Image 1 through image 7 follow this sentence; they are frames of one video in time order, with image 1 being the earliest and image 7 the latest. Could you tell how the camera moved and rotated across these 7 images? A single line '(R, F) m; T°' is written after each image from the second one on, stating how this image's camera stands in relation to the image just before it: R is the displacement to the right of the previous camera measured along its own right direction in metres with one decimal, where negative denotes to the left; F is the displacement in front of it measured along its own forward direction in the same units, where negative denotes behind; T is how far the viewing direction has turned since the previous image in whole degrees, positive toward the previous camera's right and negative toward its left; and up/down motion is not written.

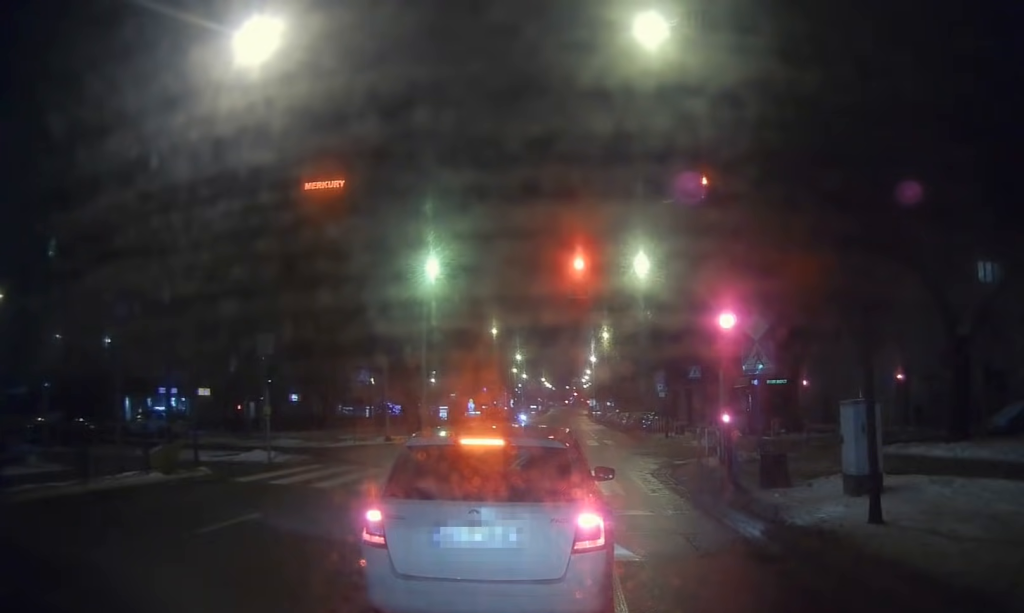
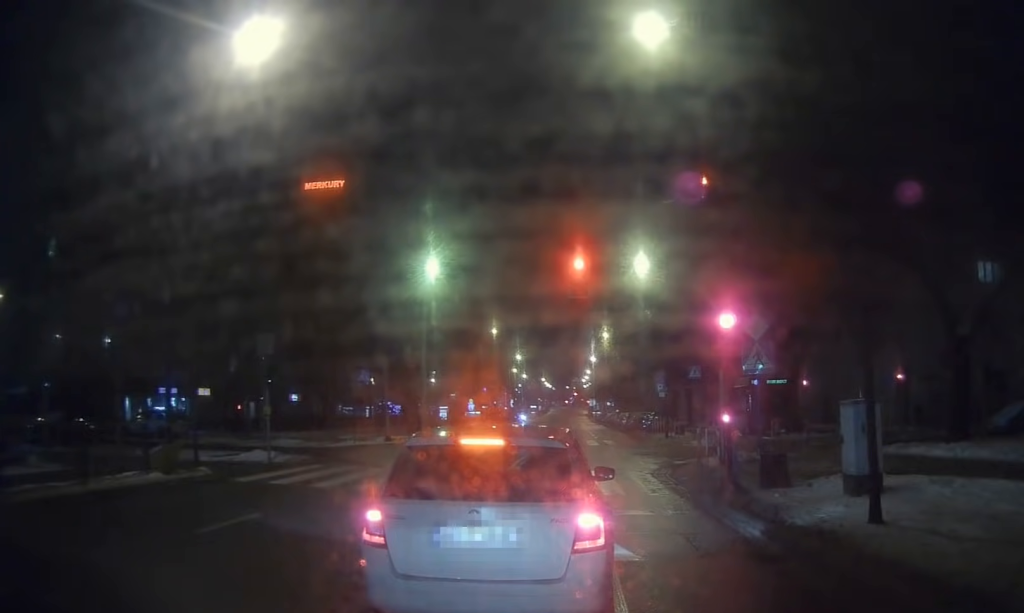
(0.0, 0.0) m; 0°
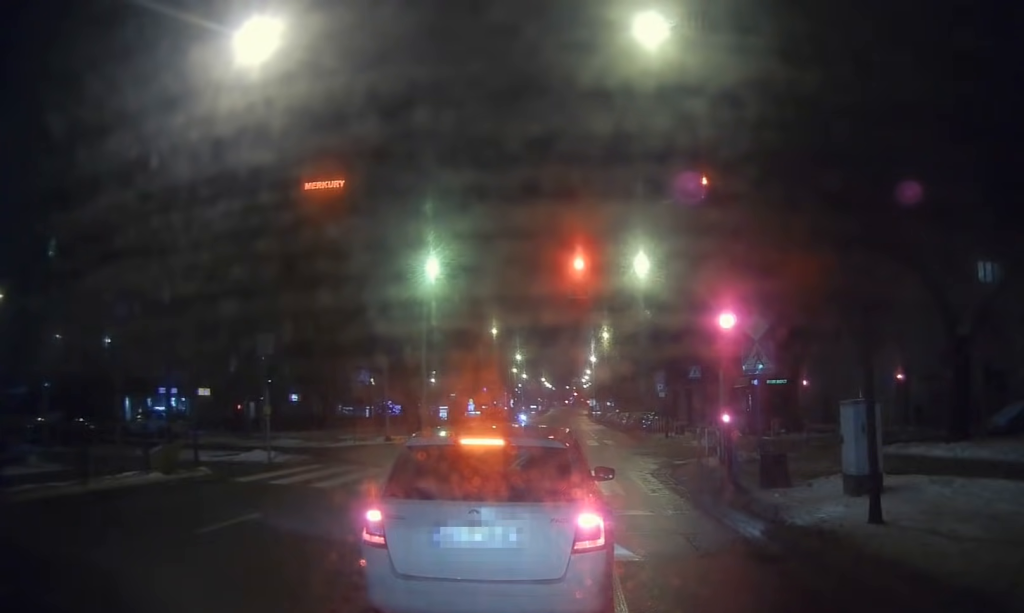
(0.0, 0.0) m; 0°
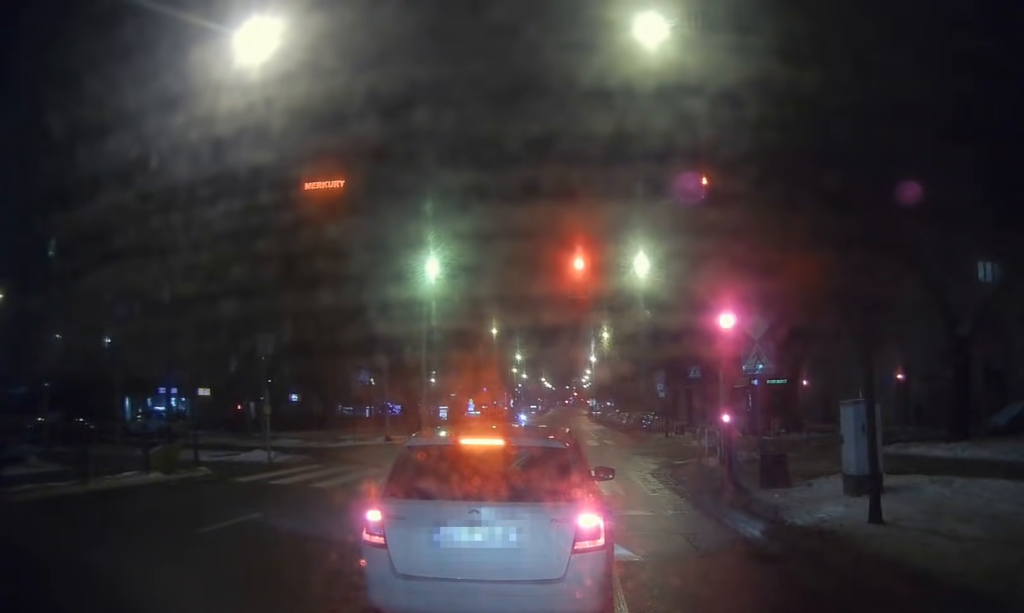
(+0.1, 0.0) m; 0°
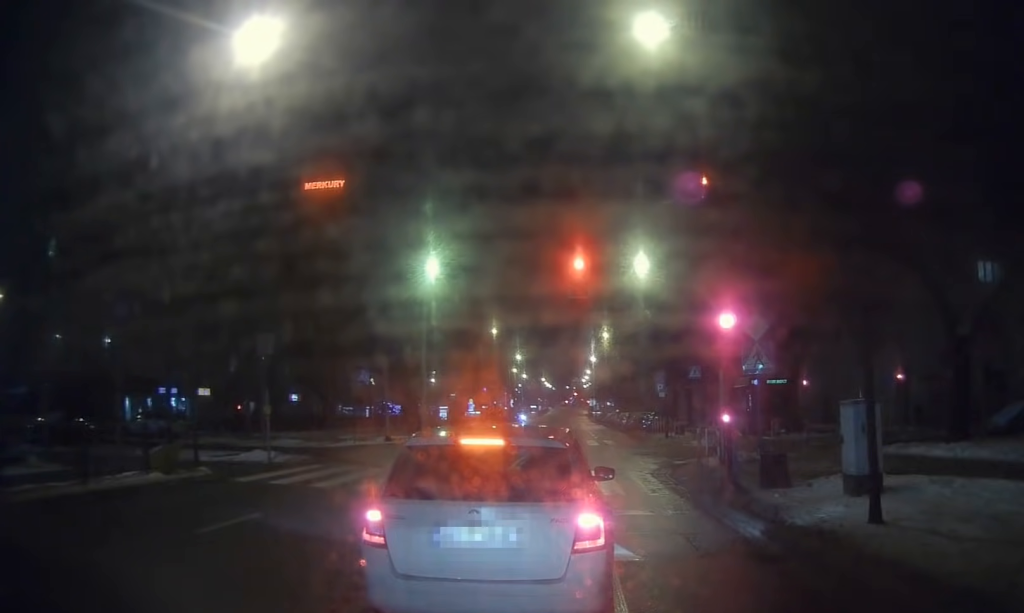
(+0.1, 0.0) m; 0°
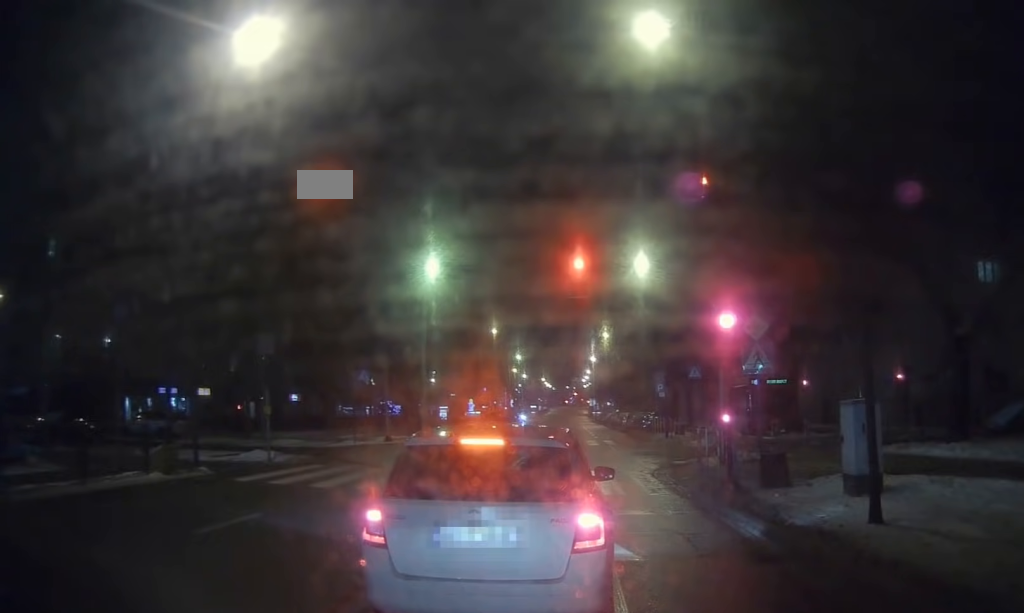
(0.0, +0.1) m; 0°
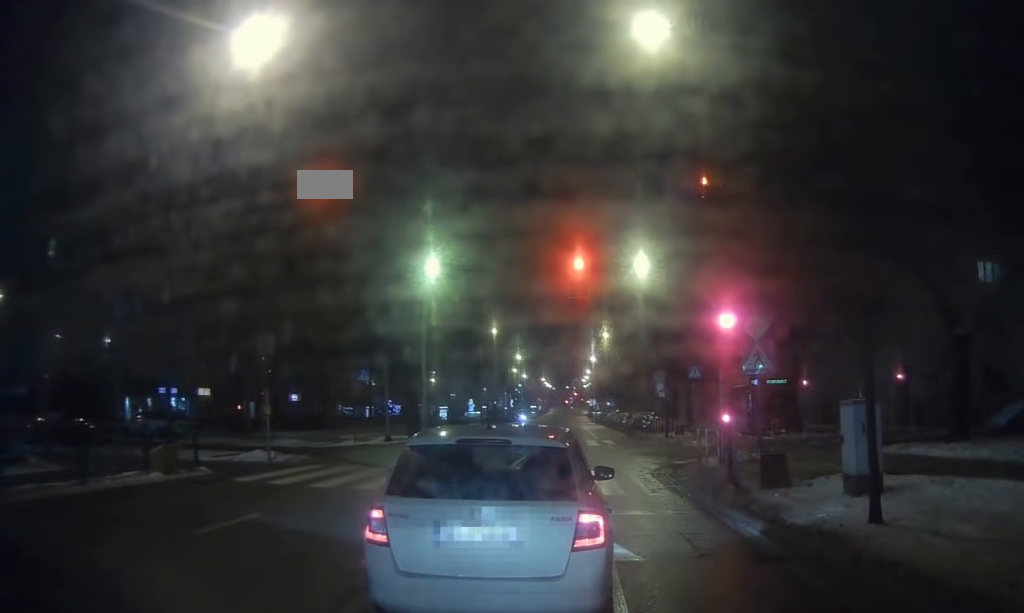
(0.0, +0.1) m; 0°
